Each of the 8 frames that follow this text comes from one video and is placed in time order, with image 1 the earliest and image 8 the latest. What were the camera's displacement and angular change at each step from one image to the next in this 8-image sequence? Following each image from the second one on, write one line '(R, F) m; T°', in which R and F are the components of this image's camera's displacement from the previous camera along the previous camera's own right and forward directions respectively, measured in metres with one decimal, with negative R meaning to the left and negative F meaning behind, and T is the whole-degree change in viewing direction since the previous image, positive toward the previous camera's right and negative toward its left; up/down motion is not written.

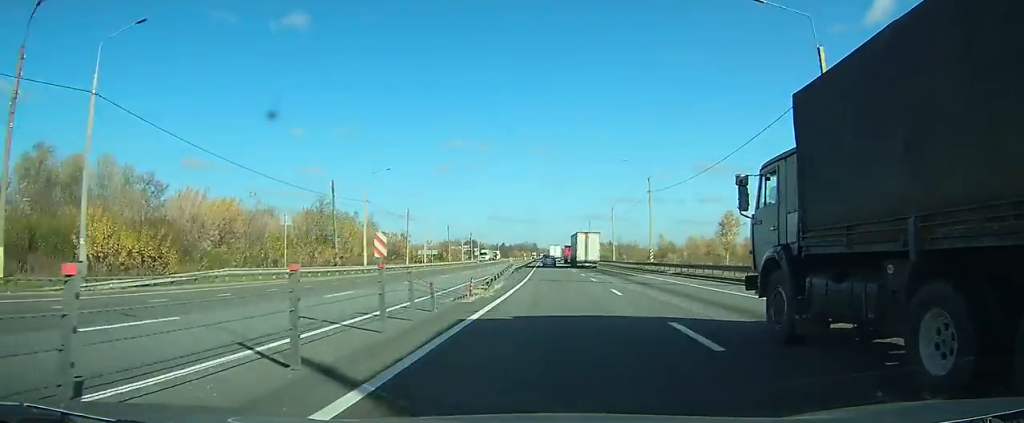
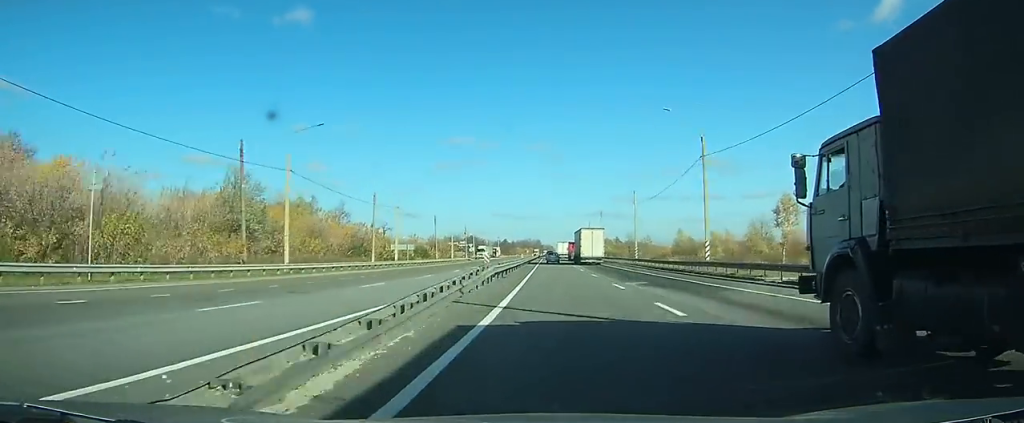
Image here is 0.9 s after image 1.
(0.0, +19.1) m; 0°
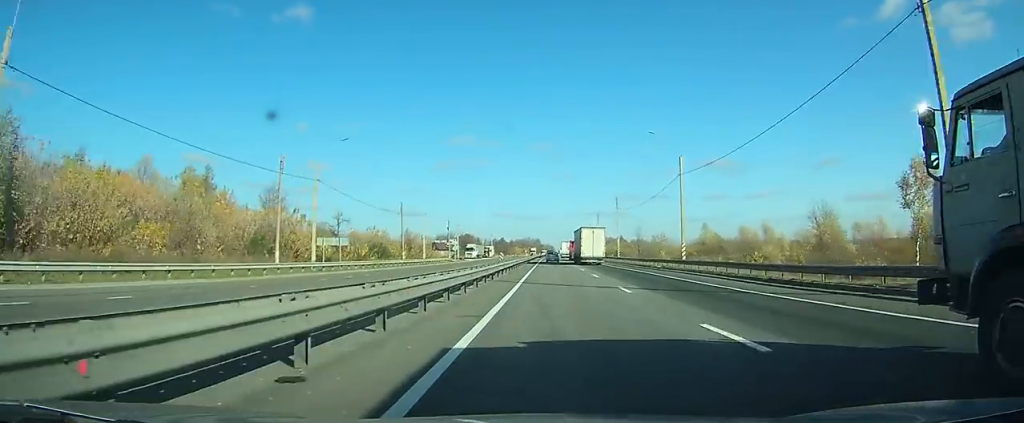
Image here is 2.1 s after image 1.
(0.0, +24.7) m; 0°
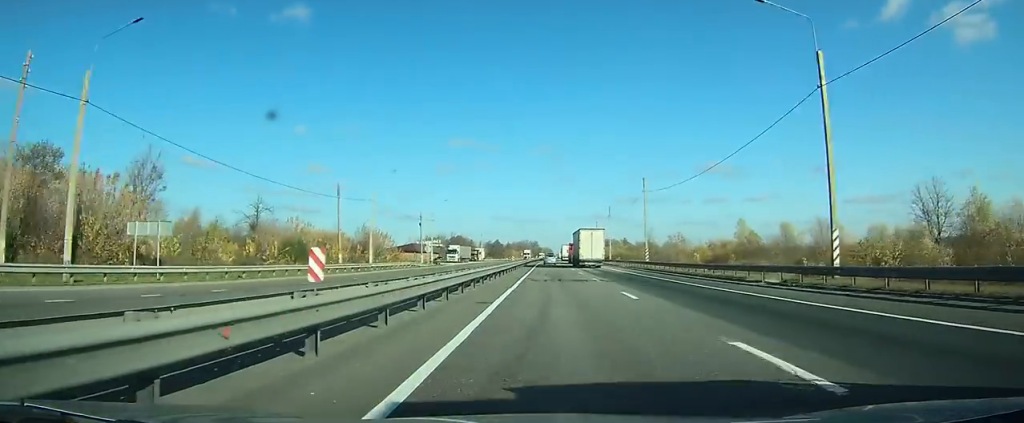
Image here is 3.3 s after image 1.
(+0.1, +27.0) m; 0°
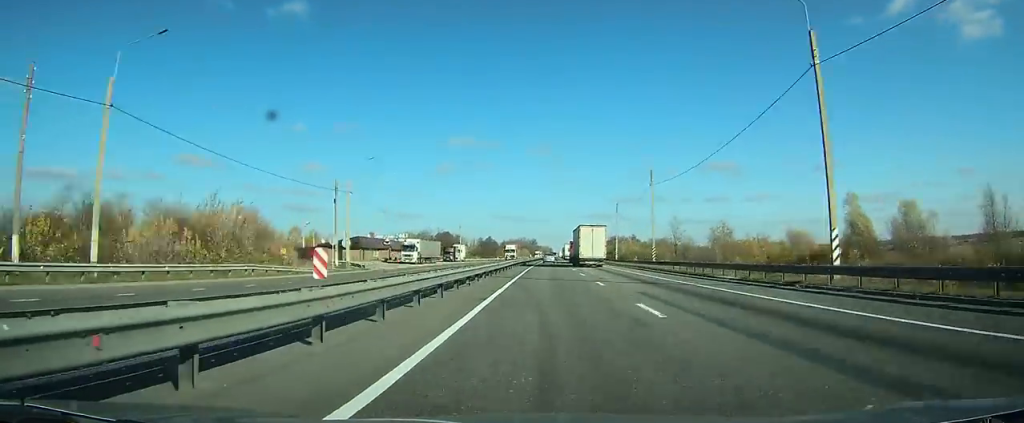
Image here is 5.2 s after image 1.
(+0.1, +42.6) m; 0°
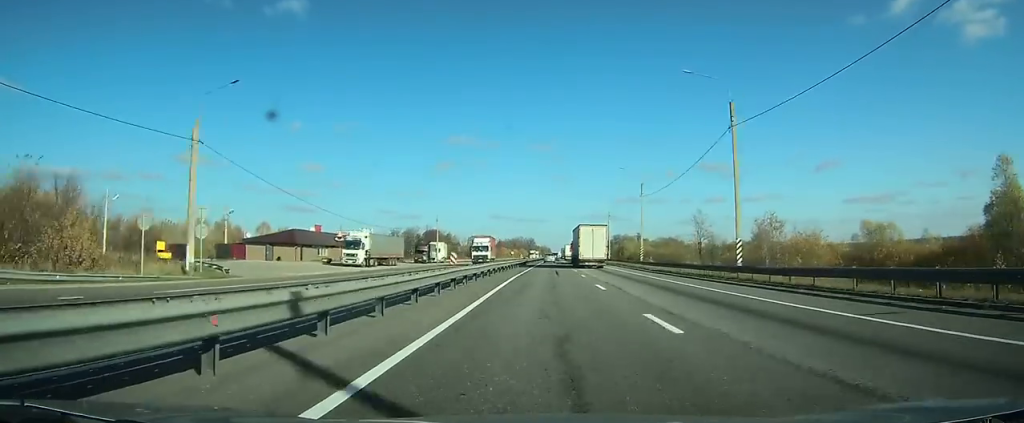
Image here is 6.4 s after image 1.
(0.0, +27.4) m; 0°
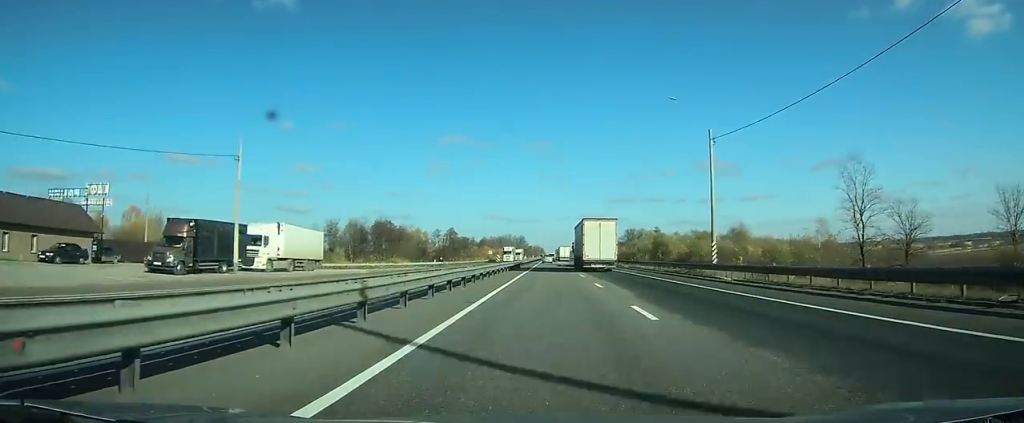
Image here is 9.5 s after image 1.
(+0.3, +69.4) m; +1°
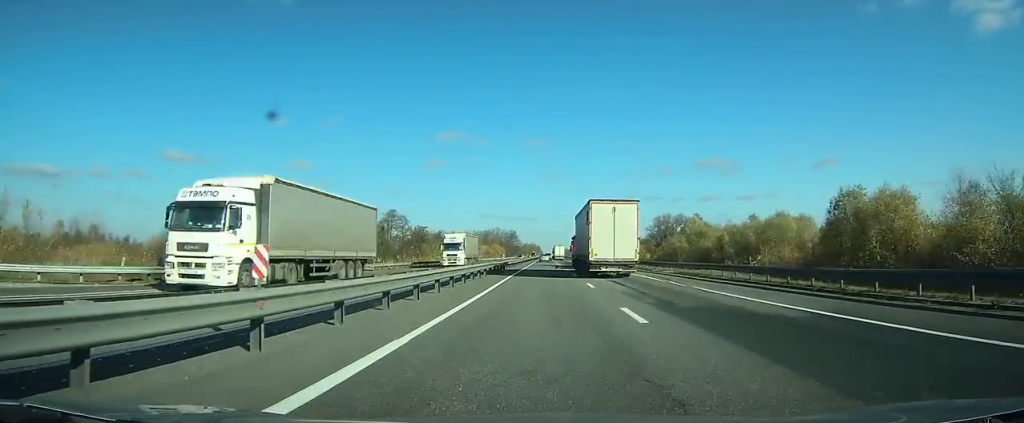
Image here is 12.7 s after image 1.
(+0.5, +70.0) m; +1°
